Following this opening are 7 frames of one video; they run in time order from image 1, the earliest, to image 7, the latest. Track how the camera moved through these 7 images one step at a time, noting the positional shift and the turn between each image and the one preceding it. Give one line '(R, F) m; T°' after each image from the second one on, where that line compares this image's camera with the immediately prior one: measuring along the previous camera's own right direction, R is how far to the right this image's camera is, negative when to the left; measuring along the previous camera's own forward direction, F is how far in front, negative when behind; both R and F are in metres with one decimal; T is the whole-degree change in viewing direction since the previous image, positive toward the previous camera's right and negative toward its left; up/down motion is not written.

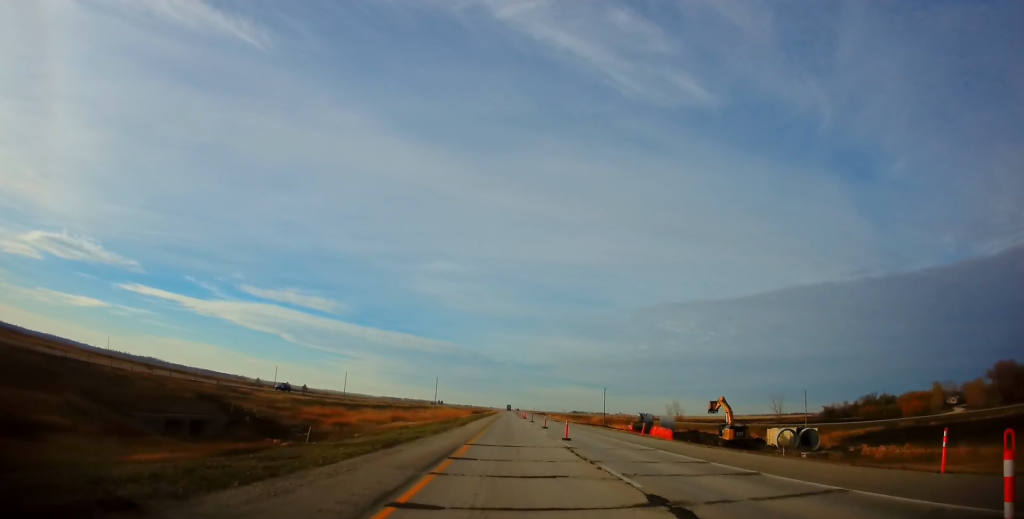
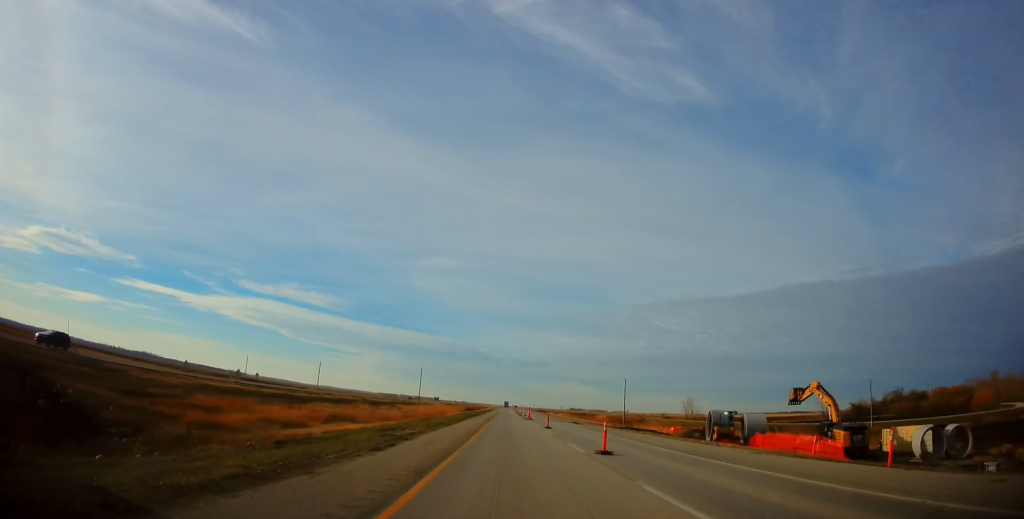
(0.0, +28.8) m; -1°
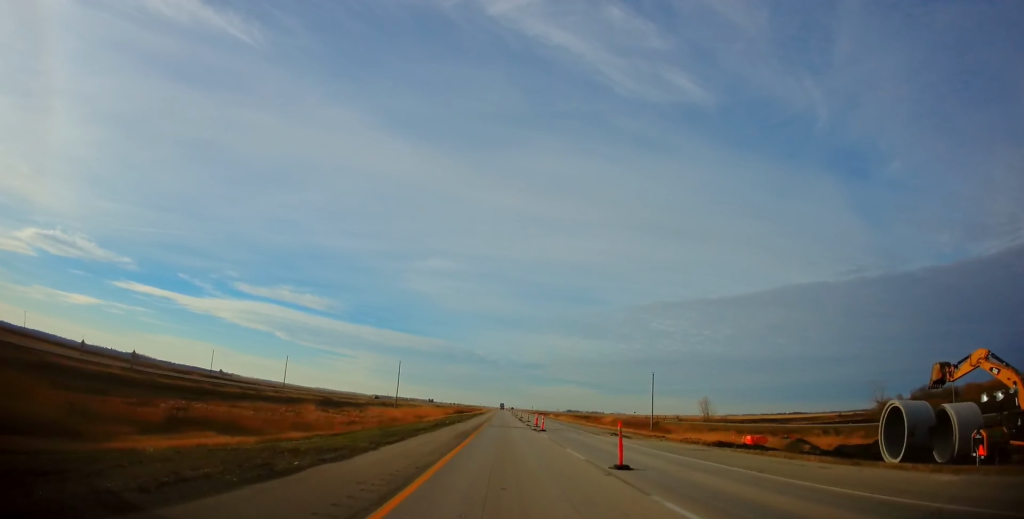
(-0.1, +26.4) m; 0°
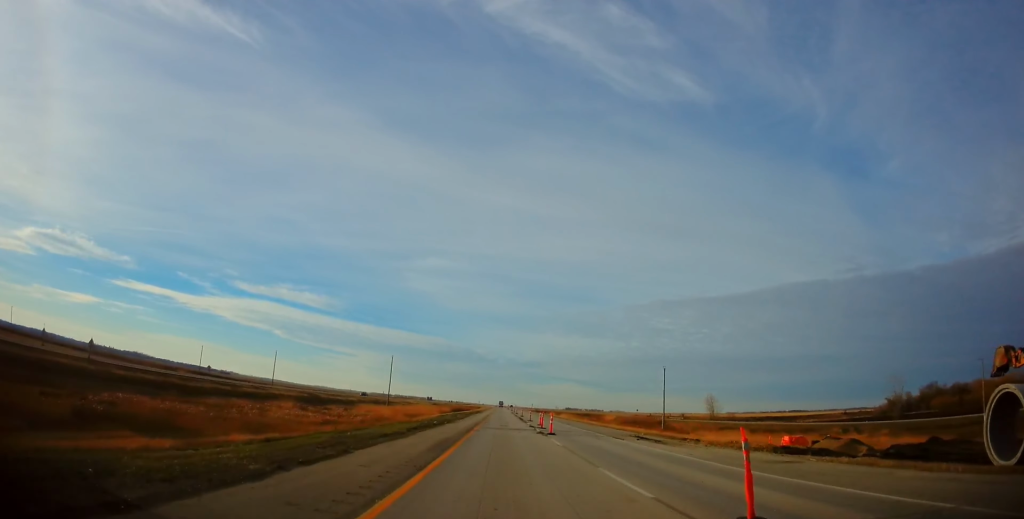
(0.0, +7.7) m; 0°
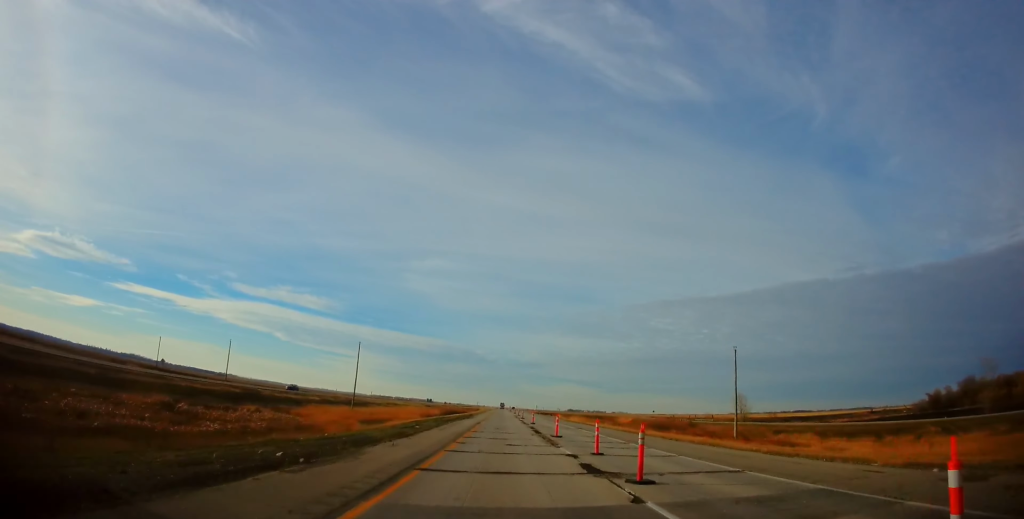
(-0.1, +28.0) m; 0°
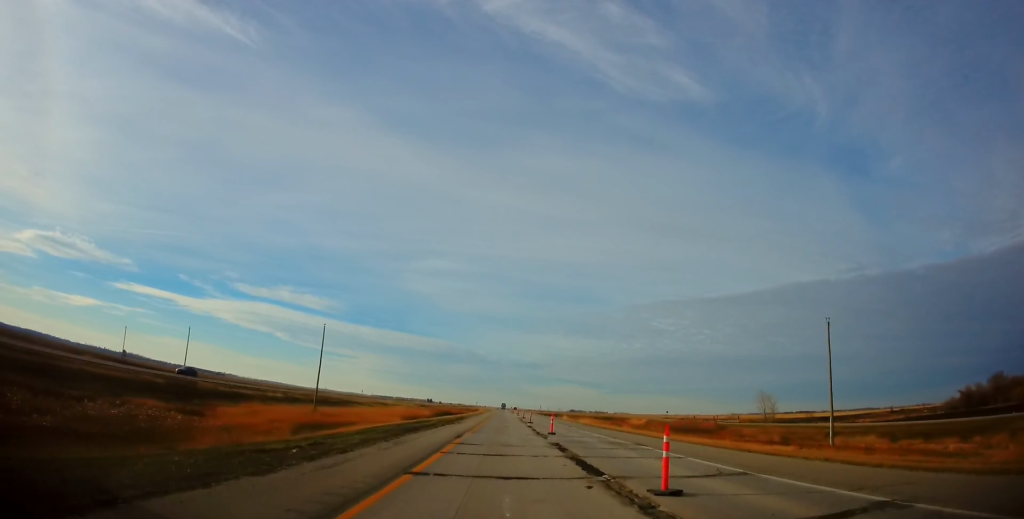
(0.0, +19.0) m; +1°
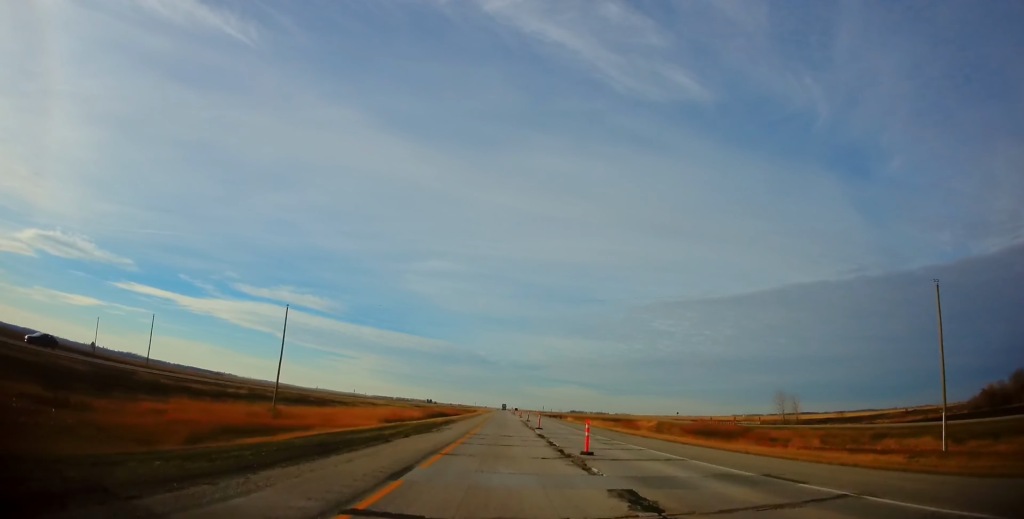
(+0.4, +13.2) m; 0°
